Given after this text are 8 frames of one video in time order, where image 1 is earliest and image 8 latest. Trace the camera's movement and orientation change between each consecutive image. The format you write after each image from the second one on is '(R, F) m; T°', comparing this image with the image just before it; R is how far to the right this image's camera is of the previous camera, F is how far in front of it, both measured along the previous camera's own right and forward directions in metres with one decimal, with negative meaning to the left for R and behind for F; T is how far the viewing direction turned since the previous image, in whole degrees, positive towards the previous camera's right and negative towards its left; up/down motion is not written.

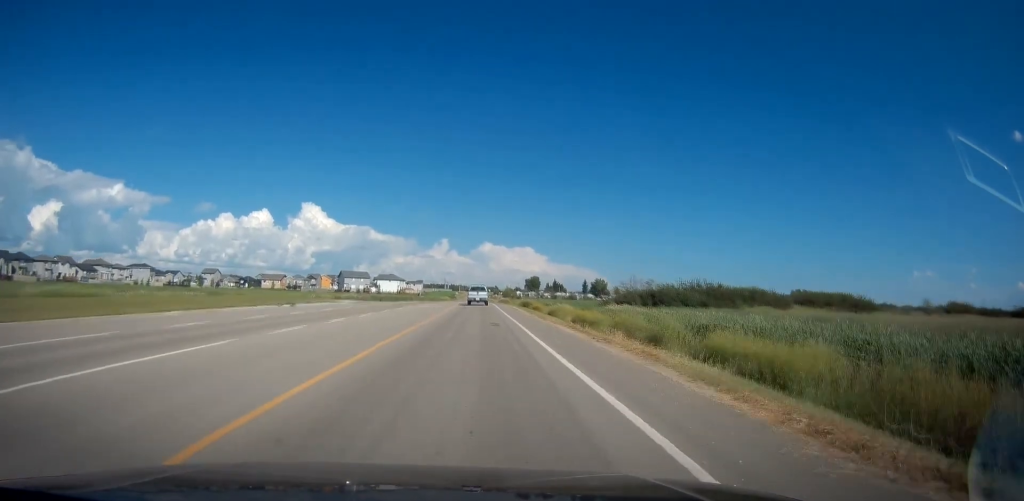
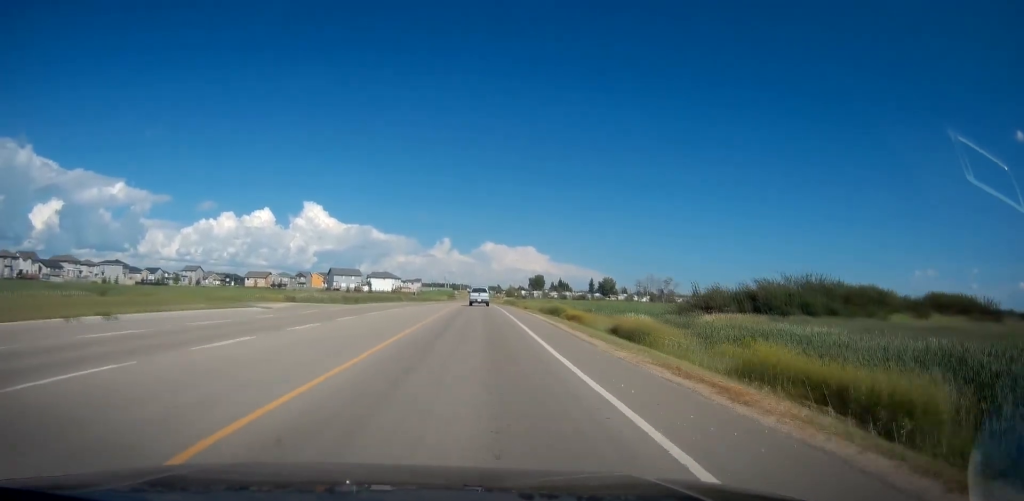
(0.0, +22.5) m; 0°
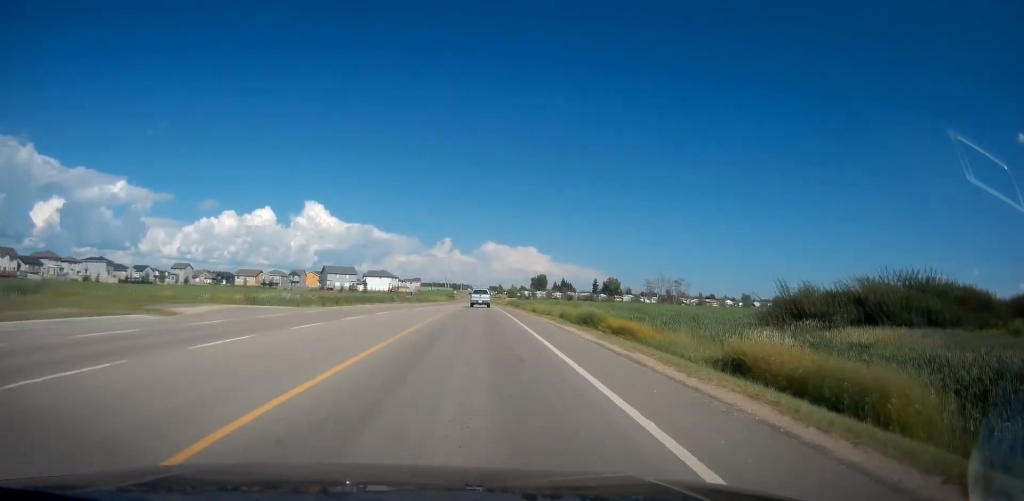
(0.0, +12.2) m; 0°
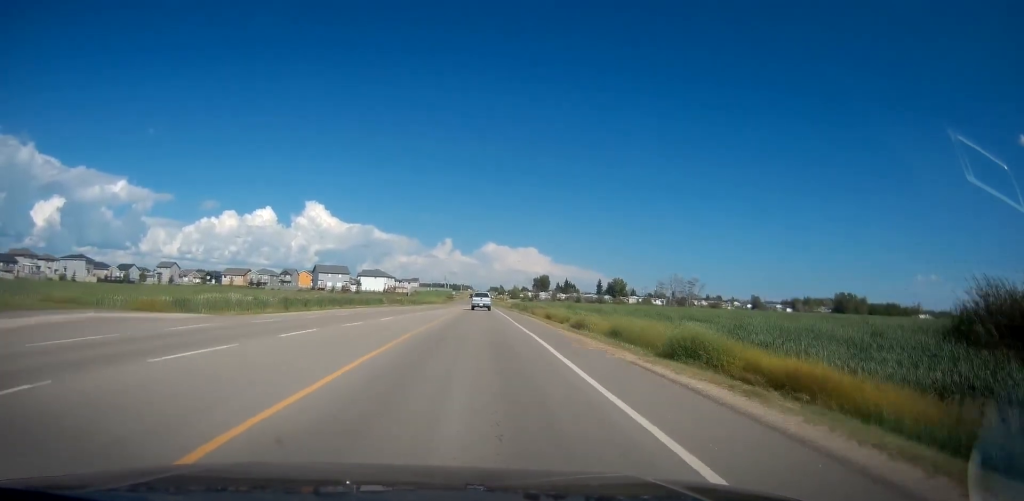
(0.0, +13.8) m; 0°
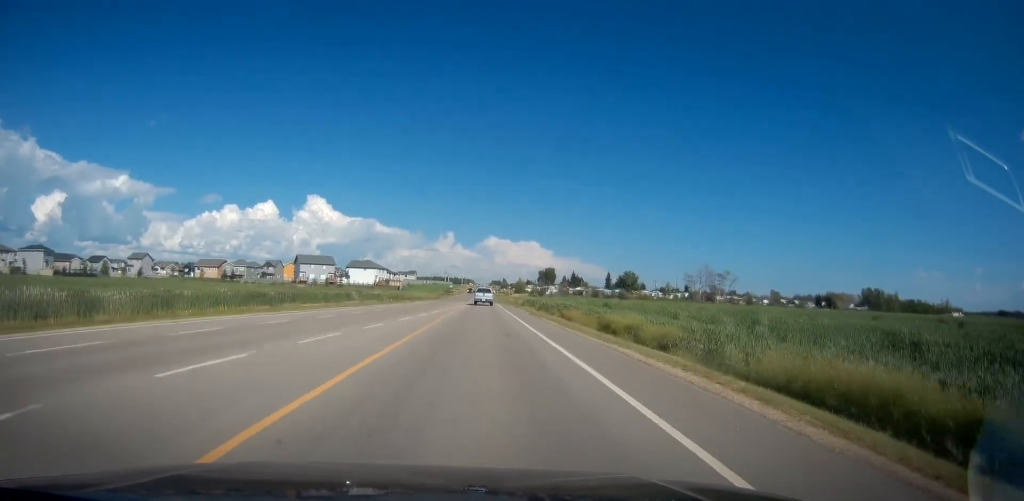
(0.0, +25.3) m; 0°
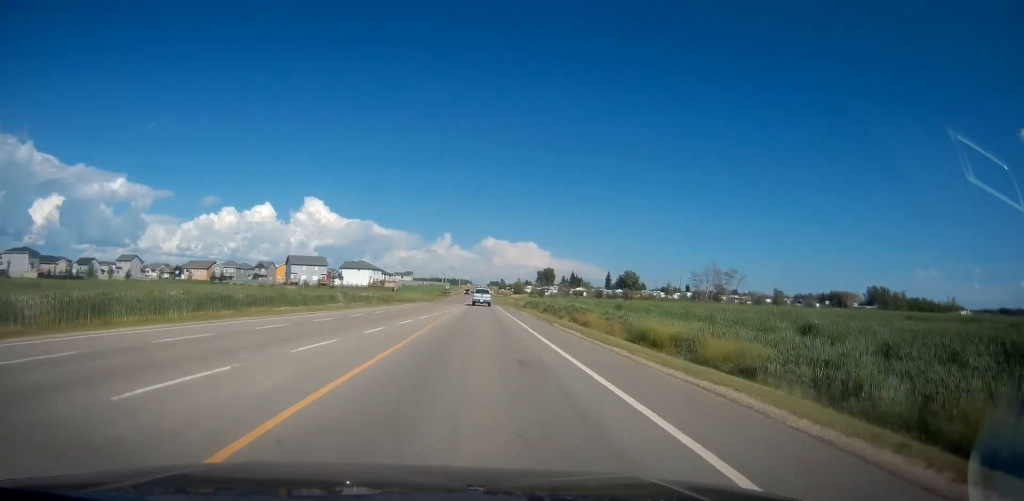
(0.0, +7.2) m; 0°
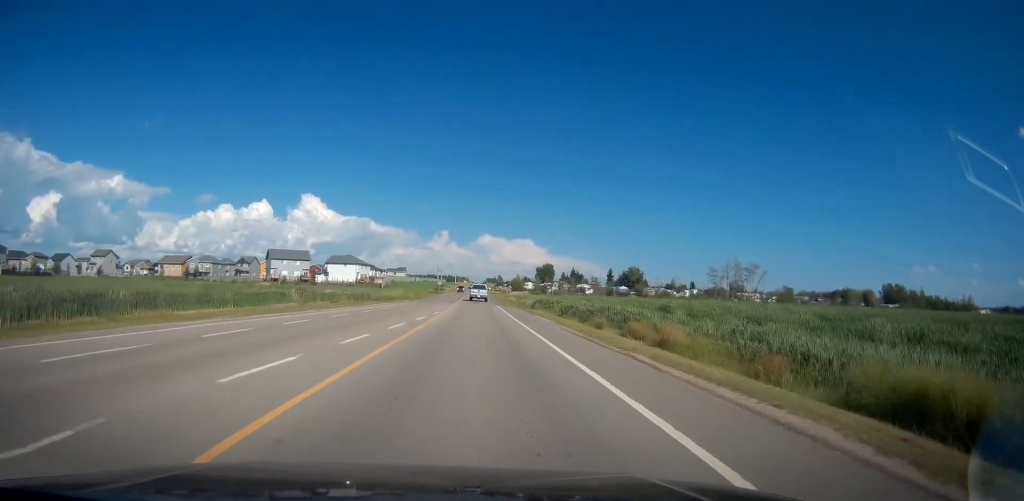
(0.0, +16.7) m; 0°
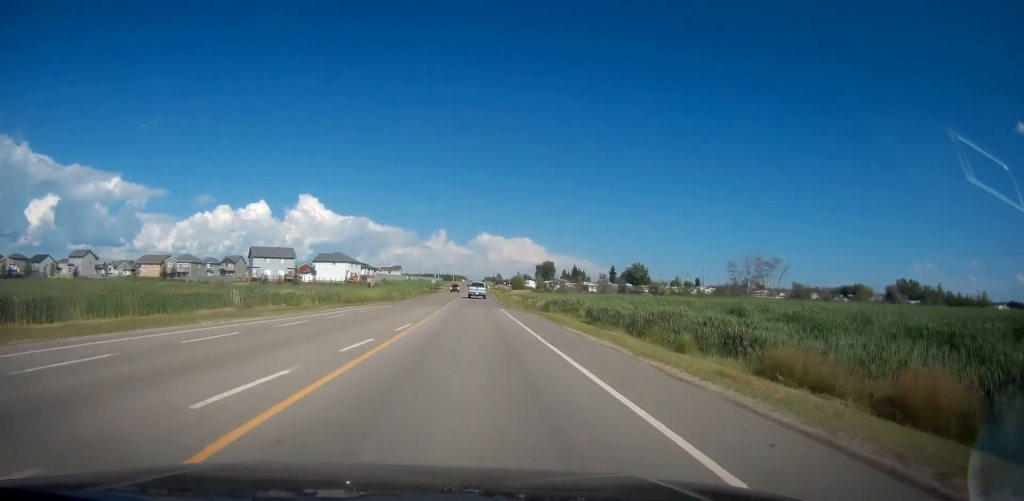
(0.0, +13.3) m; +1°
